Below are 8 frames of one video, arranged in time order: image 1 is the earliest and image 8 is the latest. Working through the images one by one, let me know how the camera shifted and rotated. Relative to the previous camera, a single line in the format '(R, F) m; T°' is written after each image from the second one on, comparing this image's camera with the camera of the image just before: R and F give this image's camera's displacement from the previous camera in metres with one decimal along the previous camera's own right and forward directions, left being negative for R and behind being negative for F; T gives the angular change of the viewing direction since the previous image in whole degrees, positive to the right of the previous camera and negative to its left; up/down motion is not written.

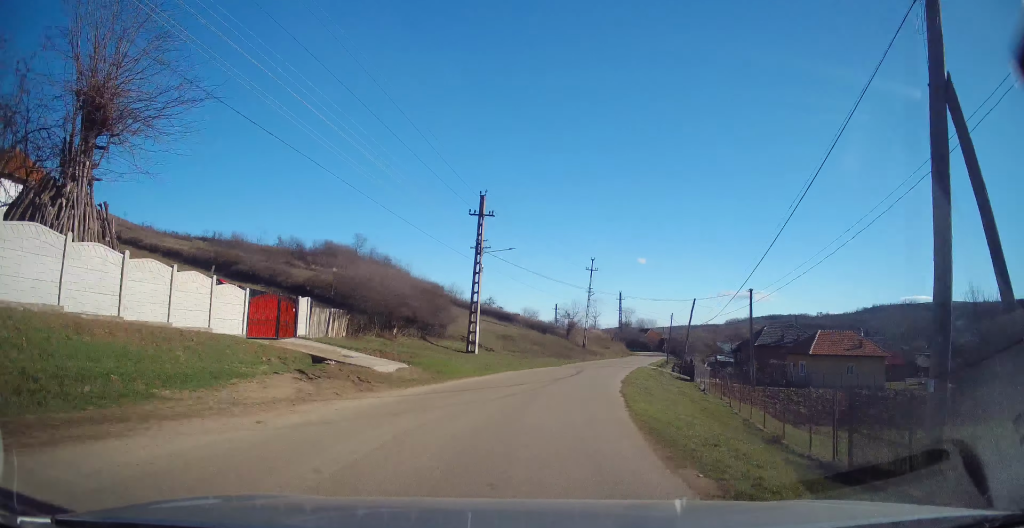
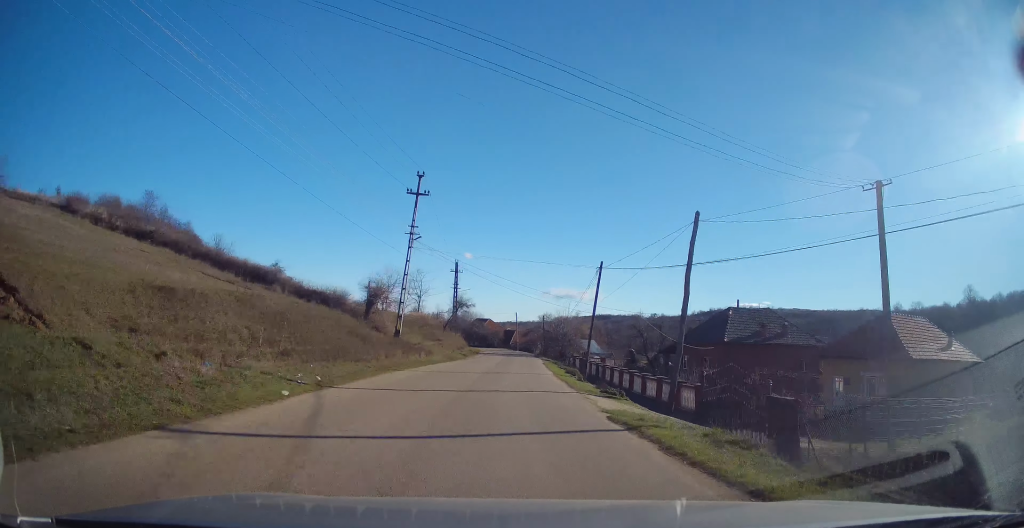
(+5.6, +32.8) m; +17°
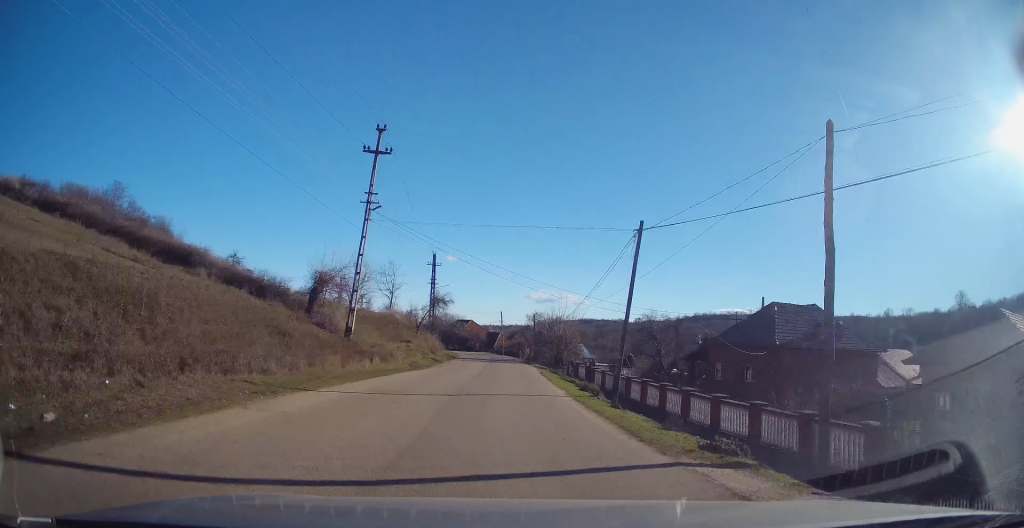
(+0.3, +8.9) m; +2°
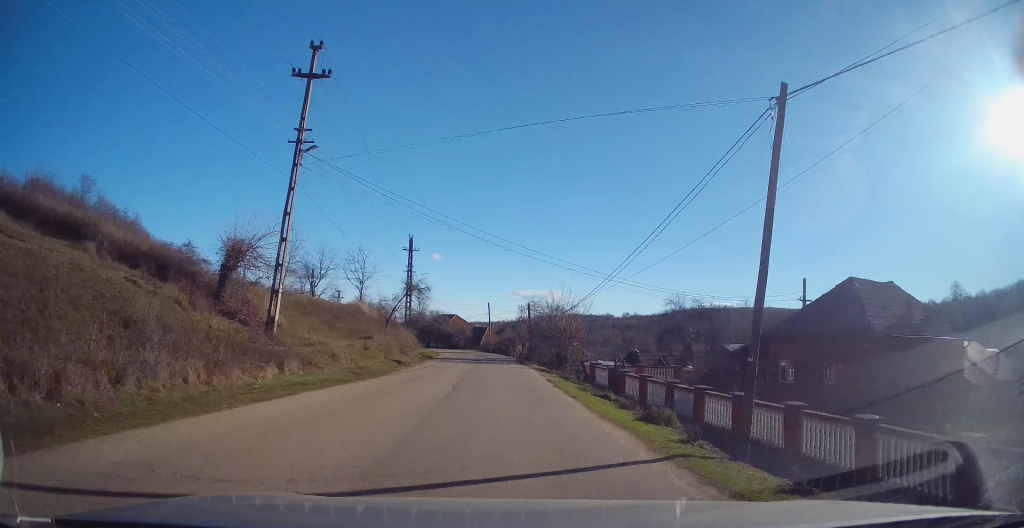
(+0.1, +9.0) m; +1°
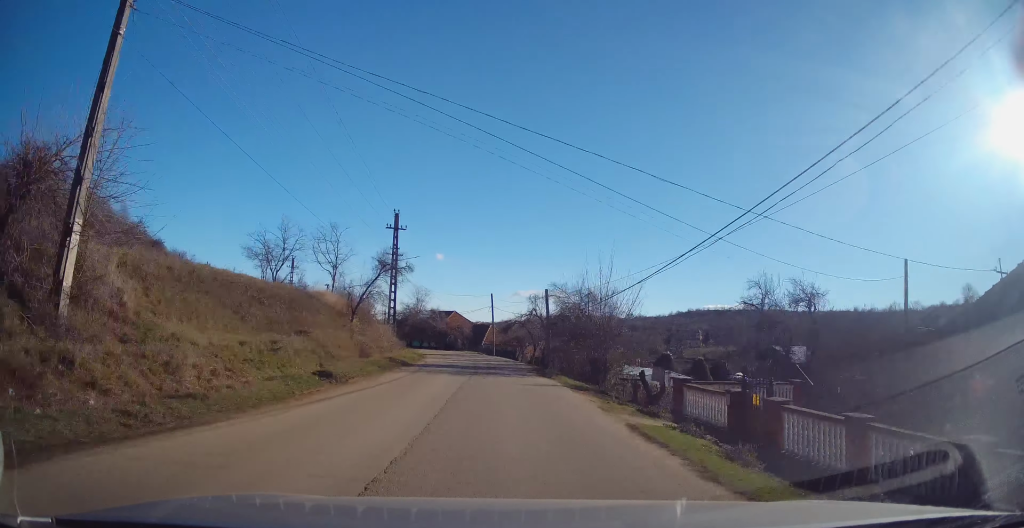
(+0.2, +11.1) m; +1°
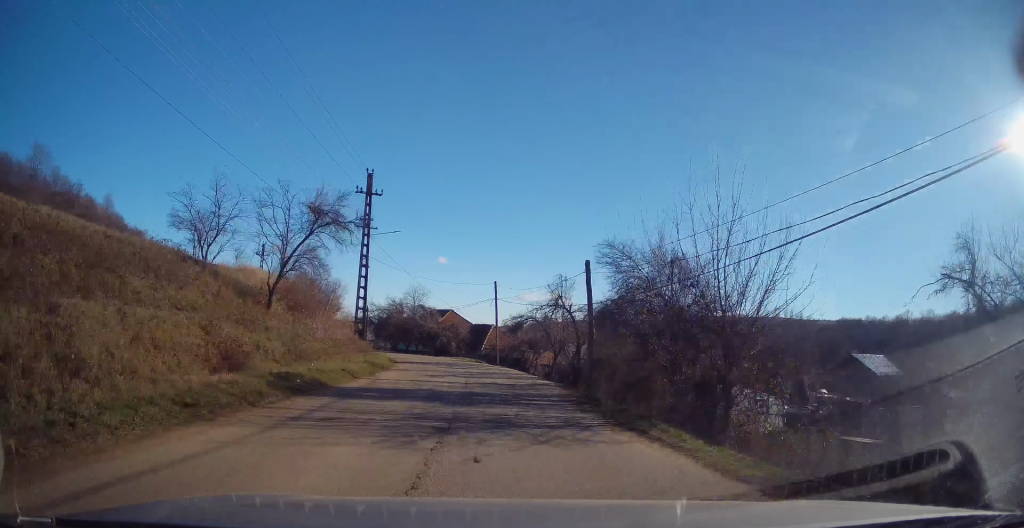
(+0.1, +12.2) m; 0°
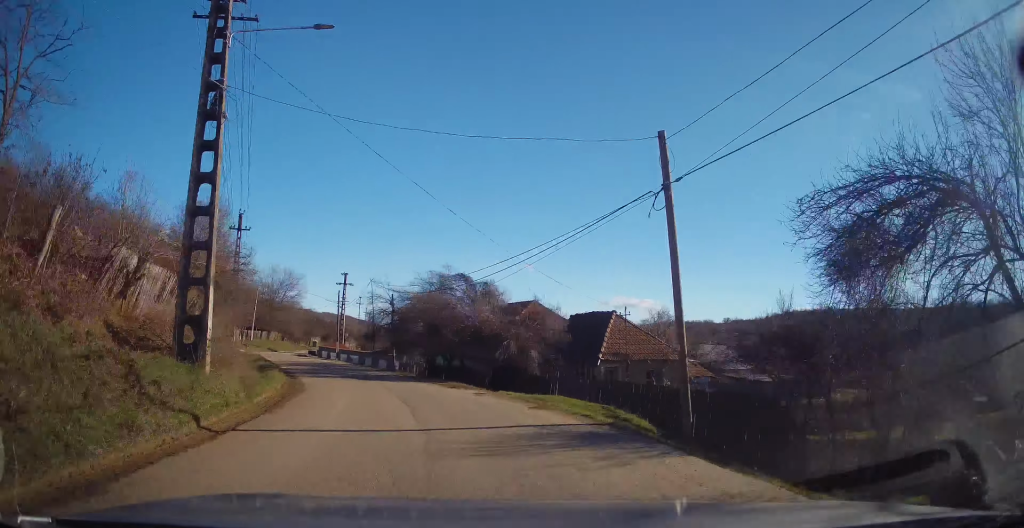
(-0.9, +26.9) m; -9°
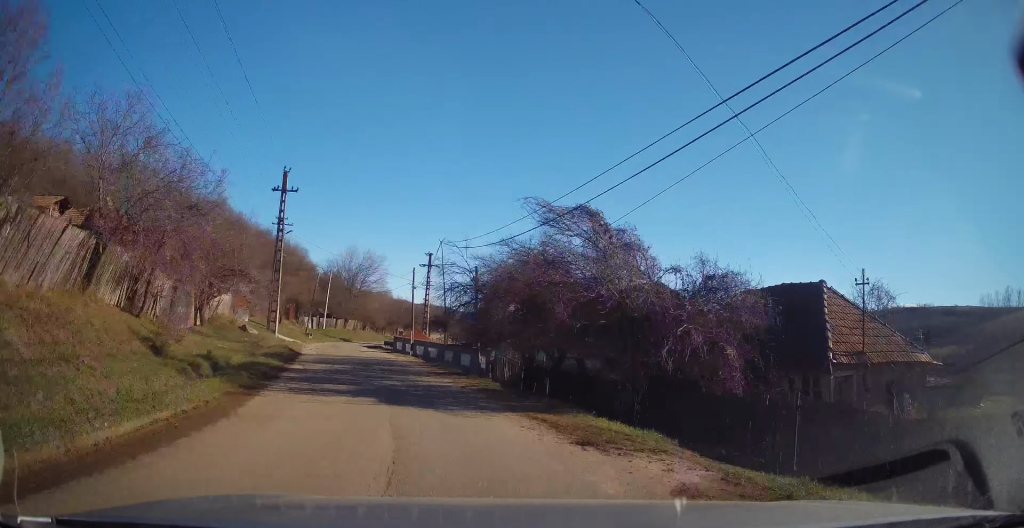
(-0.9, +11.0) m; -10°
